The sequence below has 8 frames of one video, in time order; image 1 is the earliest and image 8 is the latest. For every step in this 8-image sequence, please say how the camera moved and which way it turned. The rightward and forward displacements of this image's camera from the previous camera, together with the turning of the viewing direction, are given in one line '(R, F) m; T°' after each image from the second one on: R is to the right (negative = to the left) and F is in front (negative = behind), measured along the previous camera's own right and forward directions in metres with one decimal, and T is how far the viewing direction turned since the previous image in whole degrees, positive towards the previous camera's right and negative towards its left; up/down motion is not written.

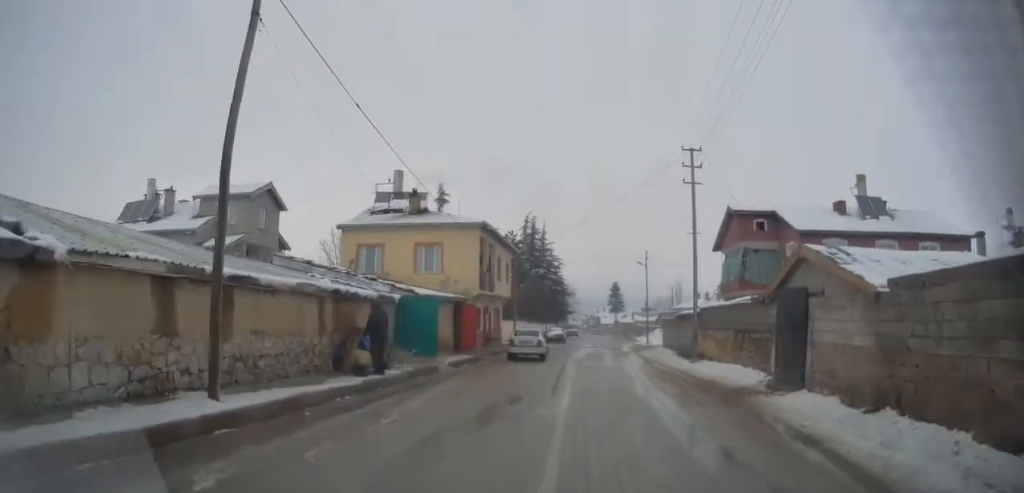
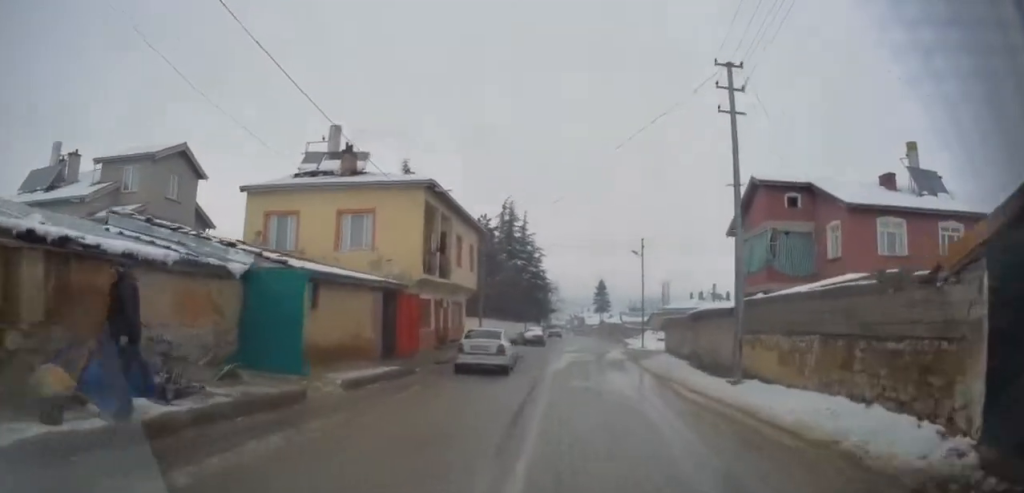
(-0.1, +8.9) m; -1°
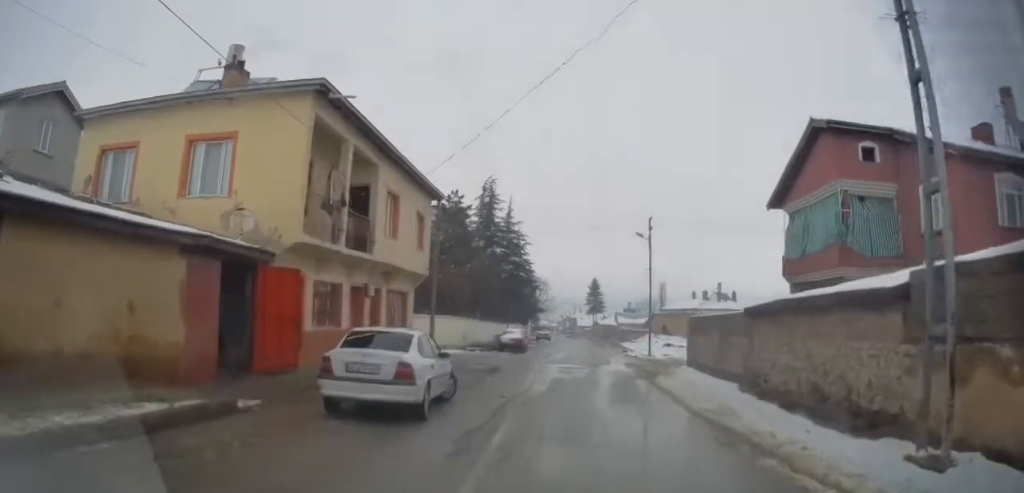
(+0.1, +9.9) m; 0°
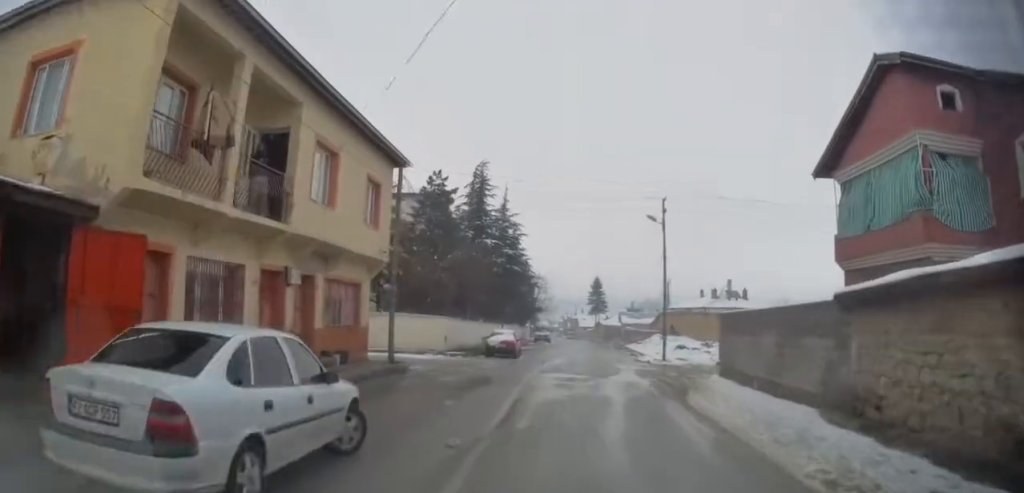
(0.0, +6.1) m; 0°
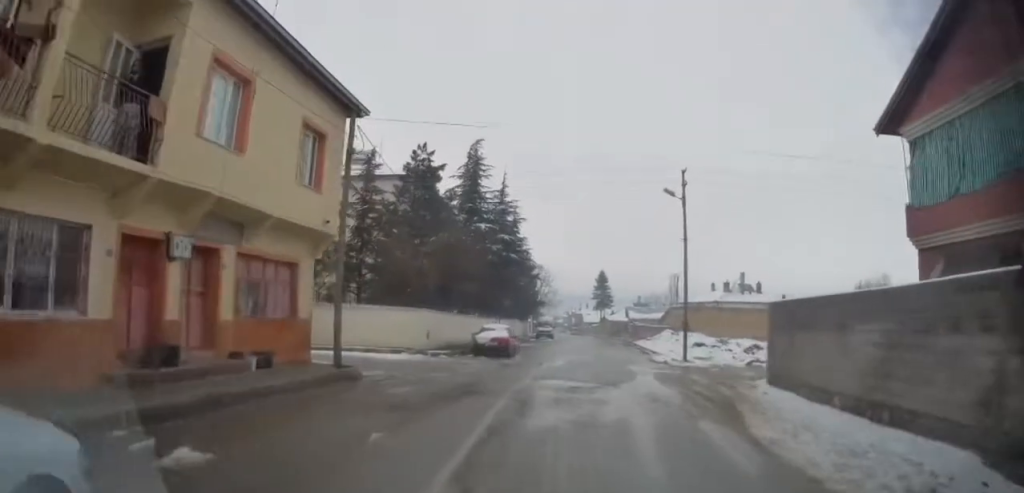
(+0.1, +4.9) m; 0°
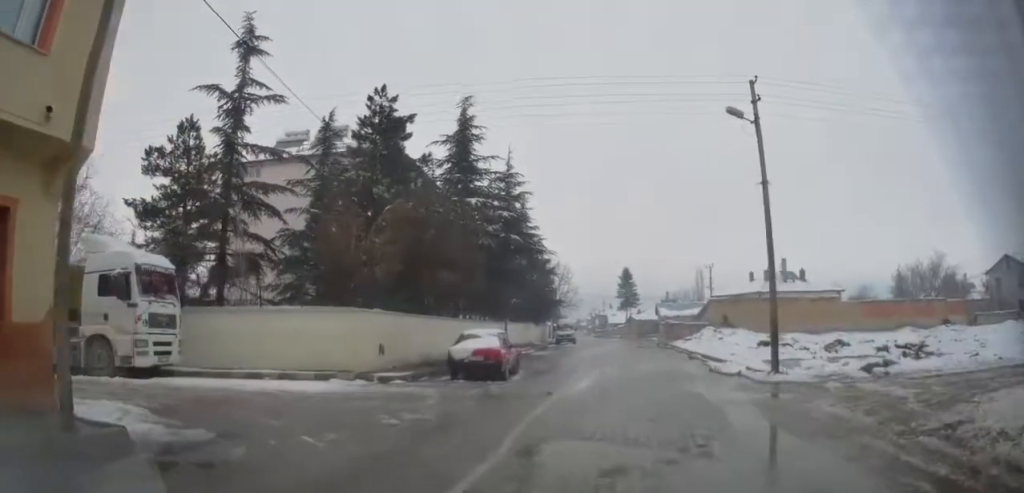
(0.0, +10.6) m; +1°
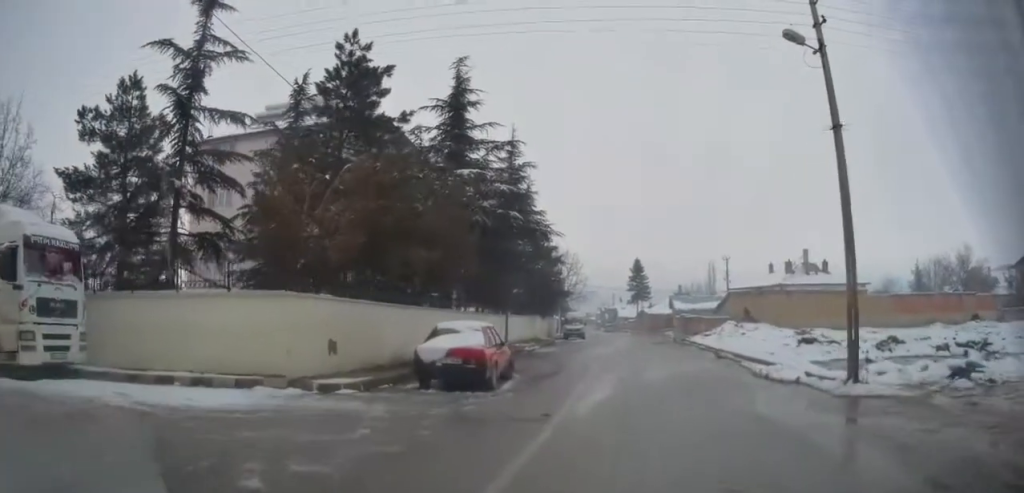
(+0.2, +7.2) m; +3°
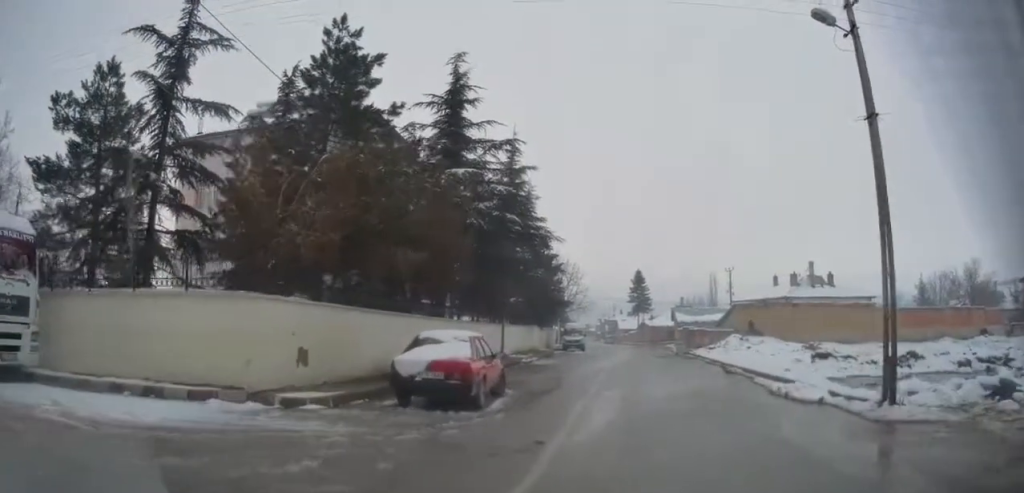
(-0.1, +2.6) m; +2°
